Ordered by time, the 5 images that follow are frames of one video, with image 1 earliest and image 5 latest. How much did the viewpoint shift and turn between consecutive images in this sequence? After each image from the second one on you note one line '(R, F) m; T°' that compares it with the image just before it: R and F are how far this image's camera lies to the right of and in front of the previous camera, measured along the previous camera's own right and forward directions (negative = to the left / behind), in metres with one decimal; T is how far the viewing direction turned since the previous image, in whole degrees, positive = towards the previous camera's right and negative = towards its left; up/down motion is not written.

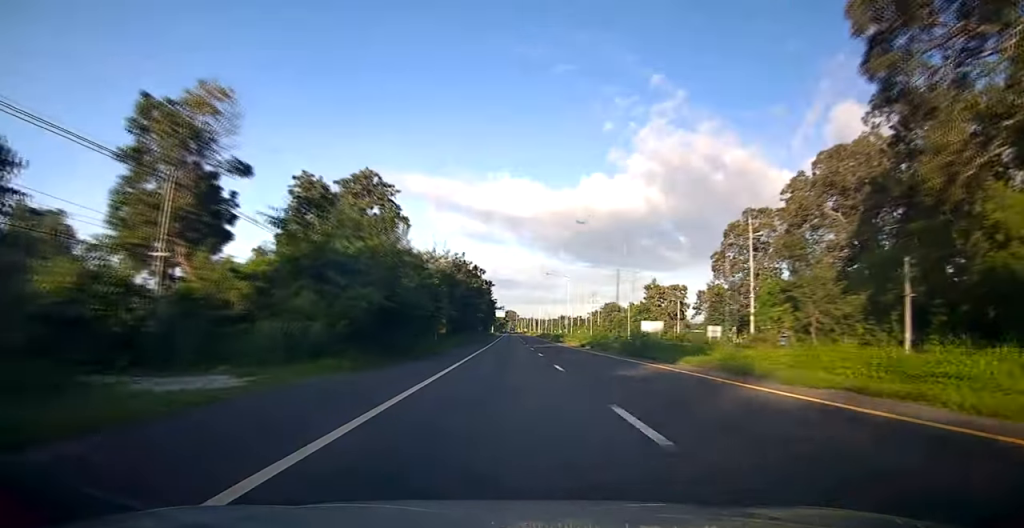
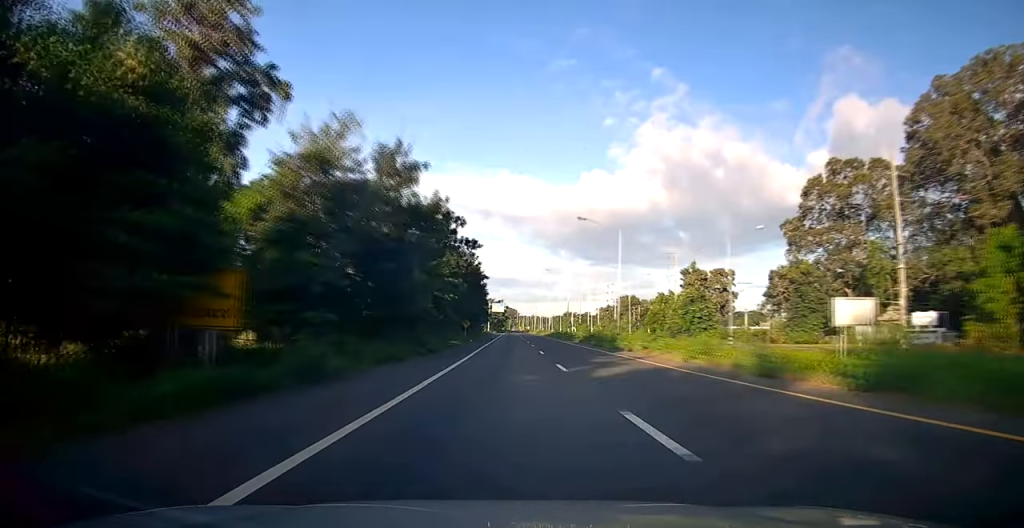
(+0.2, +36.5) m; +1°
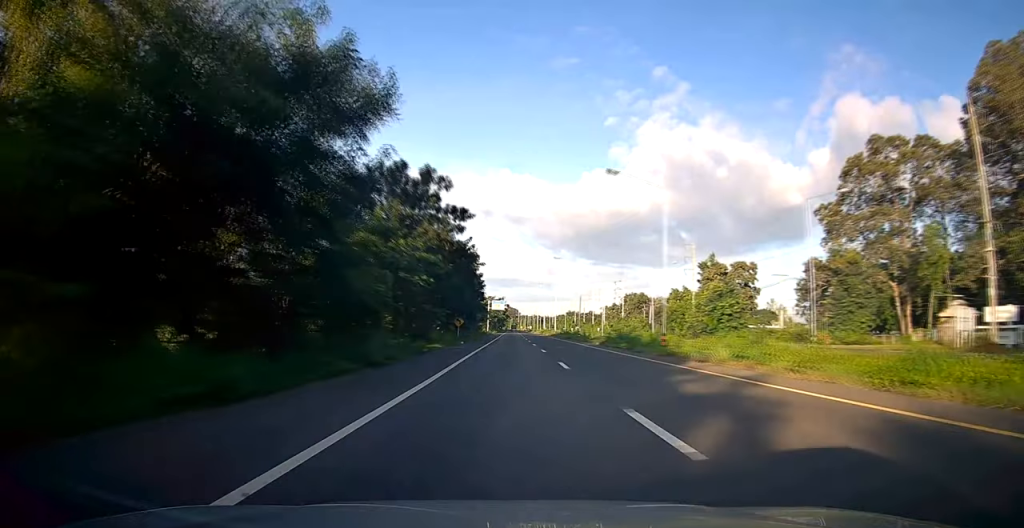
(+0.1, +12.0) m; 0°
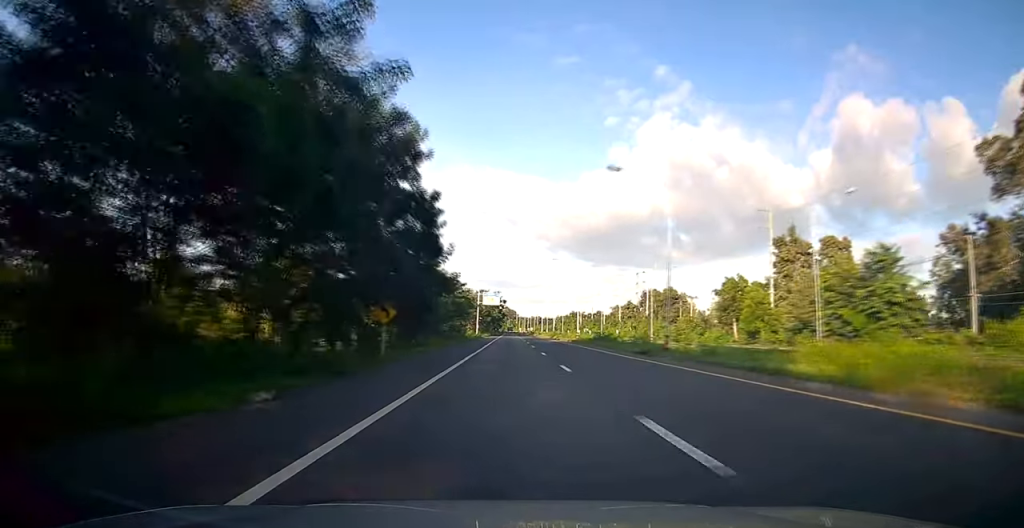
(-0.2, +36.5) m; -1°
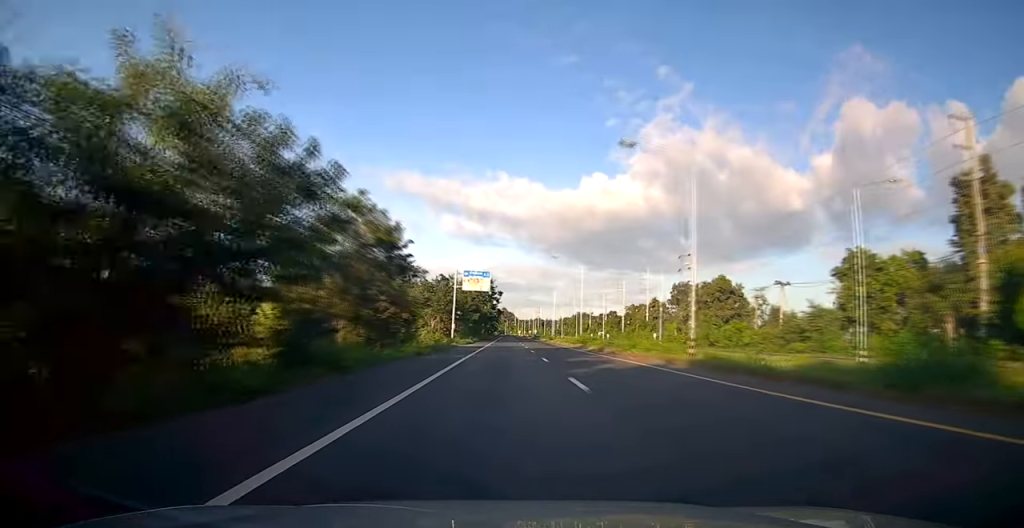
(+0.4, +40.6) m; +1°
